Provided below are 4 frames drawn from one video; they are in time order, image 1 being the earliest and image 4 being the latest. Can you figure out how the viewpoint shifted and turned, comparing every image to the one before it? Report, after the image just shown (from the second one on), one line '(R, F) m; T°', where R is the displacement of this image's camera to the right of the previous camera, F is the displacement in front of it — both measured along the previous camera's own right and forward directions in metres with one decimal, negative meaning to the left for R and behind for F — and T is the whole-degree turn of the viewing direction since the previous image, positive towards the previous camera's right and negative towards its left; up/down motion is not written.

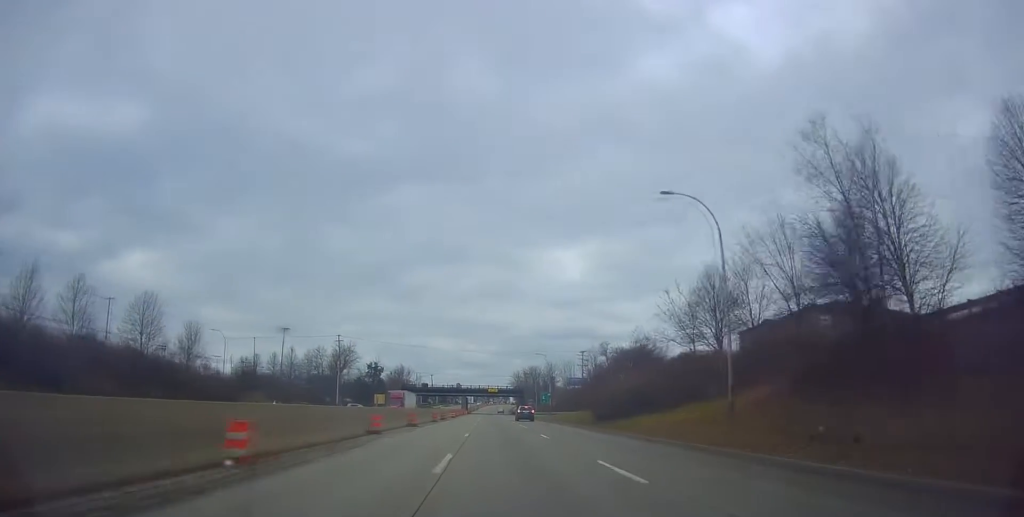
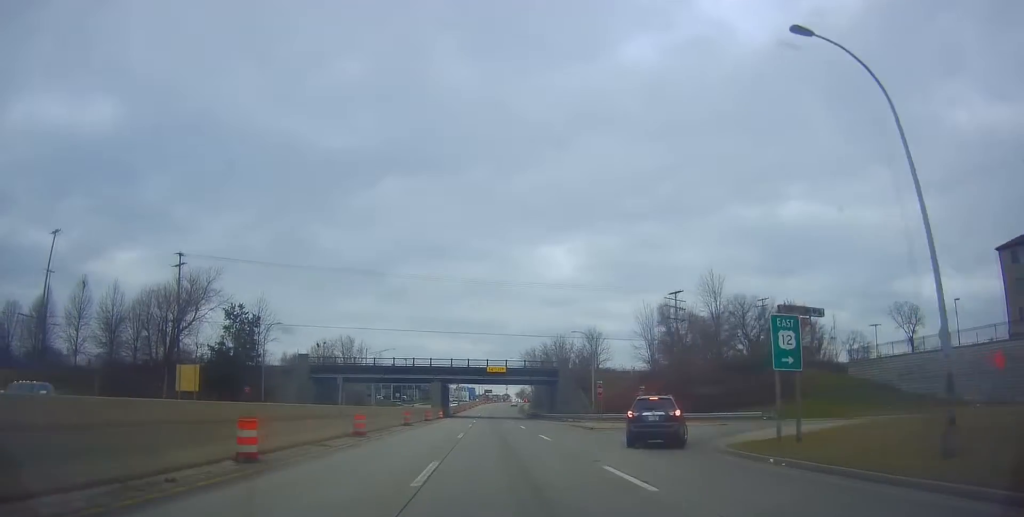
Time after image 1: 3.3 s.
(+0.6, +77.6) m; +1°
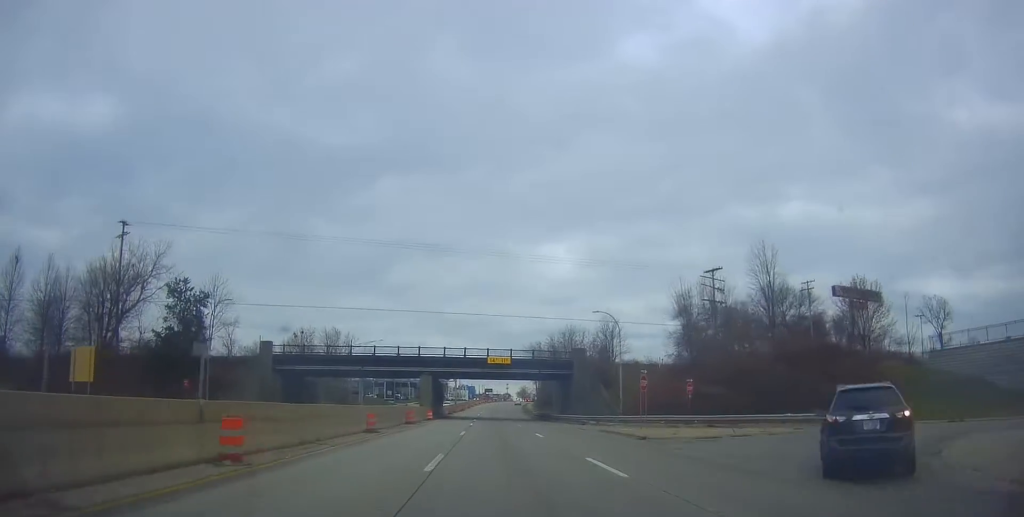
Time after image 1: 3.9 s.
(0.0, +13.2) m; 0°
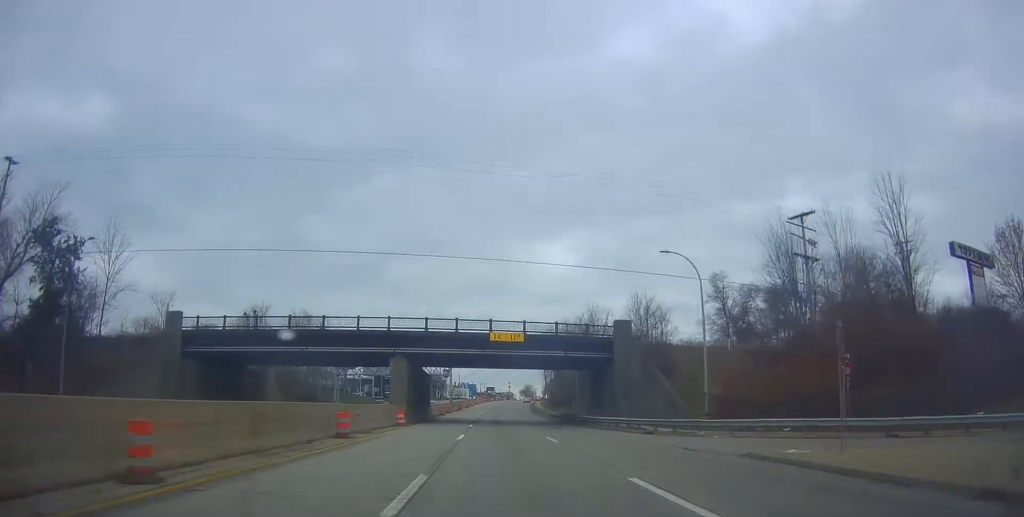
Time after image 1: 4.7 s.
(0.0, +20.1) m; 0°
